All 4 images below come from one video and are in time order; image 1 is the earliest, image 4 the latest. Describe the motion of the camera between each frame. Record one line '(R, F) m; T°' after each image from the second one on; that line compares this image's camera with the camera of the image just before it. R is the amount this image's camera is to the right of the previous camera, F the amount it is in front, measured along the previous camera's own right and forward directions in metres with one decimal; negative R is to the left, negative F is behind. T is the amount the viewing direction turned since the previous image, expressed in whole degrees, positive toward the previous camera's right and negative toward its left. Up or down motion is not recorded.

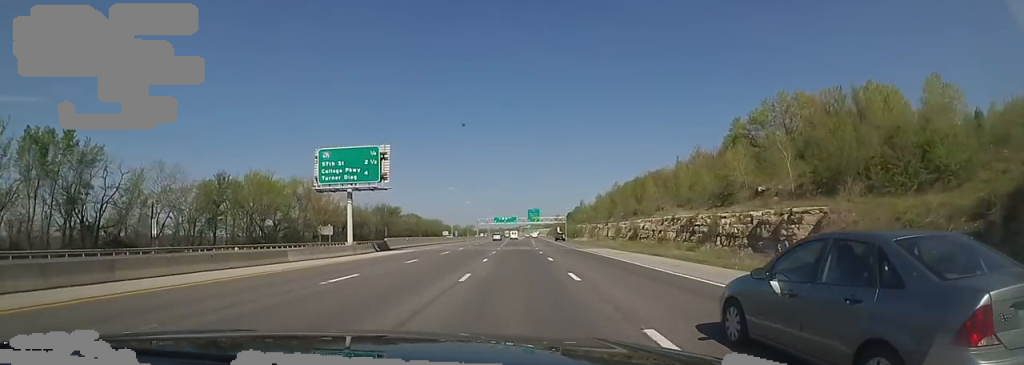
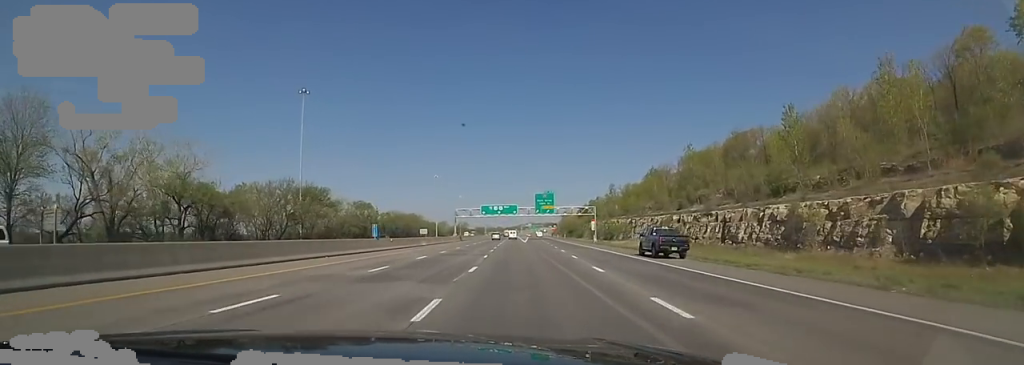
(+2.7, +67.0) m; +3°
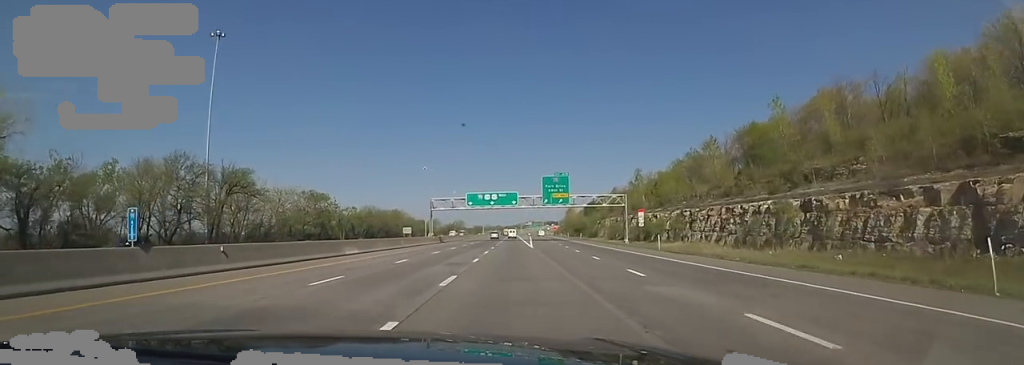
(-0.9, +32.3) m; -2°
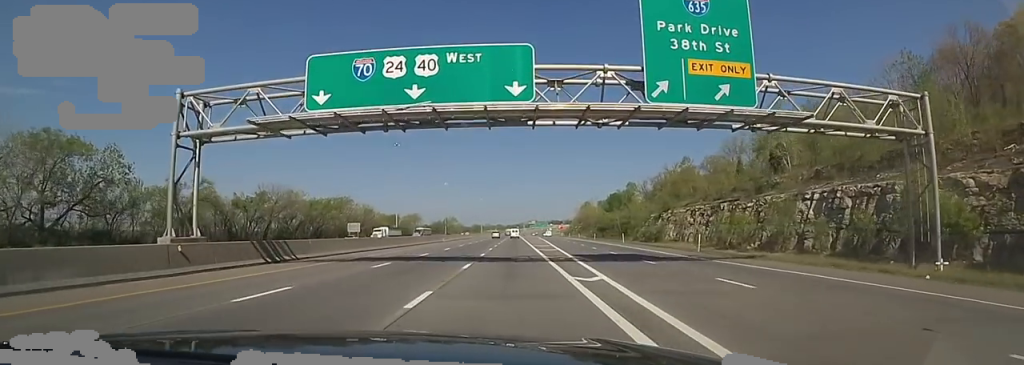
(-0.4, +64.2) m; 0°
